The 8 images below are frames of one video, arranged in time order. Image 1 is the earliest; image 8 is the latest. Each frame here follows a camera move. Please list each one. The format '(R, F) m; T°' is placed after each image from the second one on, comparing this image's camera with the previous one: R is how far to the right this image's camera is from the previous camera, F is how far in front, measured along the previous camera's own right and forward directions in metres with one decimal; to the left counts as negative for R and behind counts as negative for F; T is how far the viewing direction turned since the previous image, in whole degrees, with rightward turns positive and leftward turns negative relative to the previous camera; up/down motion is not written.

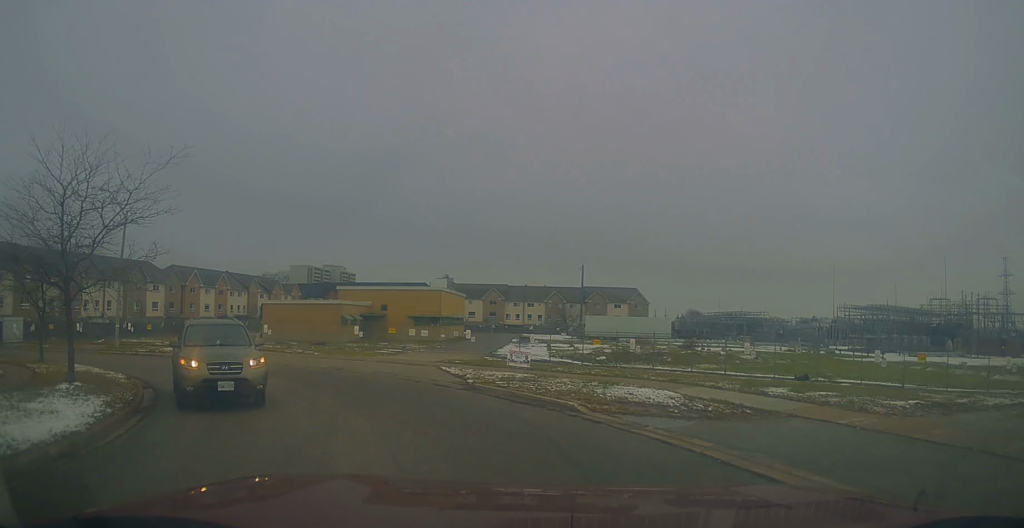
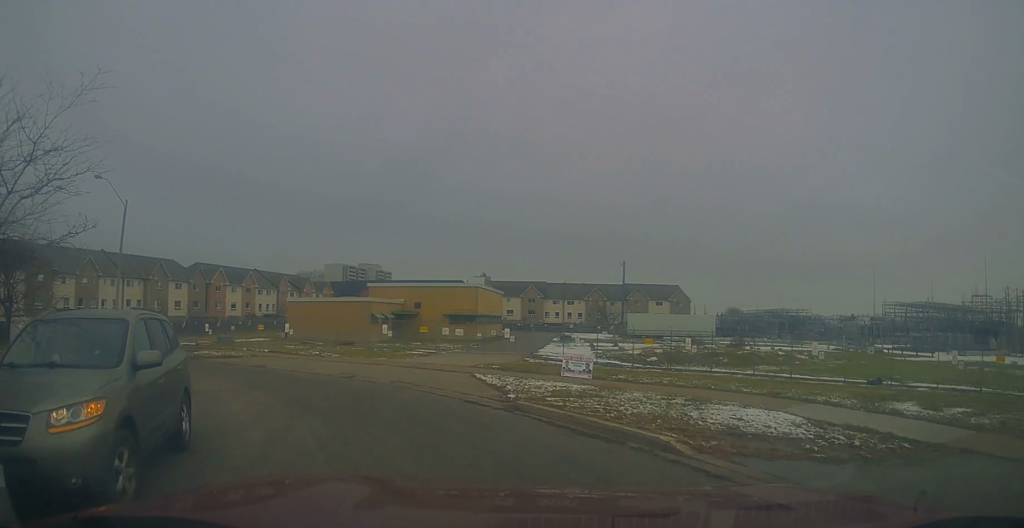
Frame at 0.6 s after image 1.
(0.0, +4.5) m; -3°
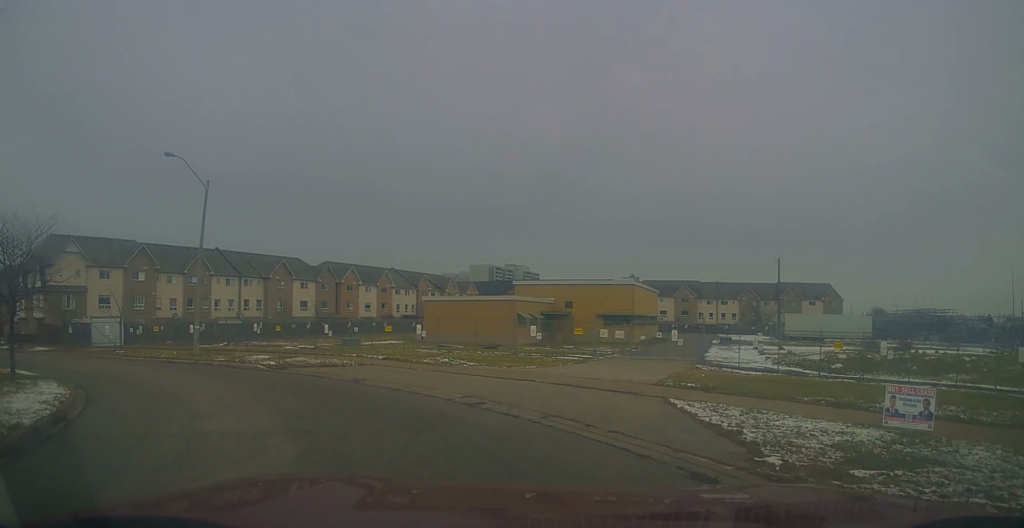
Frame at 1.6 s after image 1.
(-0.5, +6.8) m; -15°
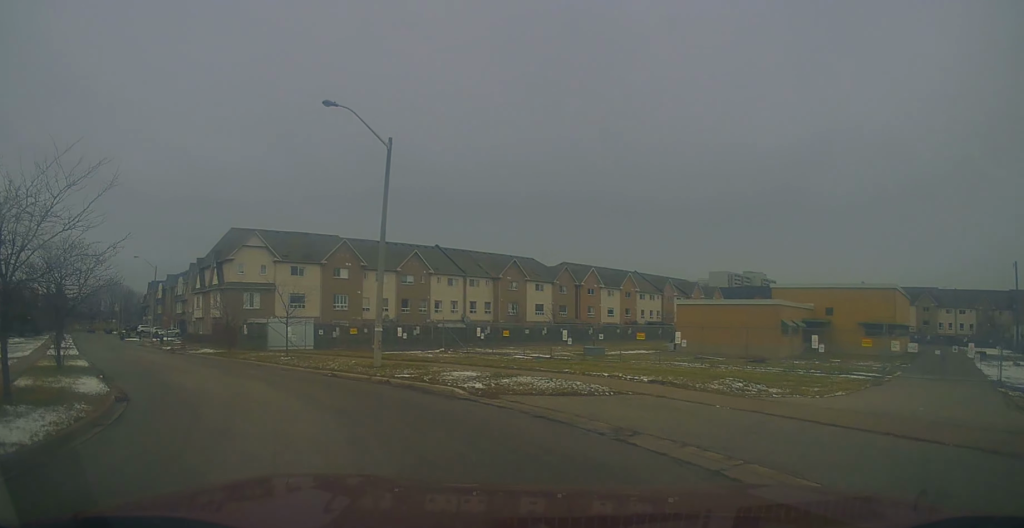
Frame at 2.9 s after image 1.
(-2.2, +8.2) m; -26°
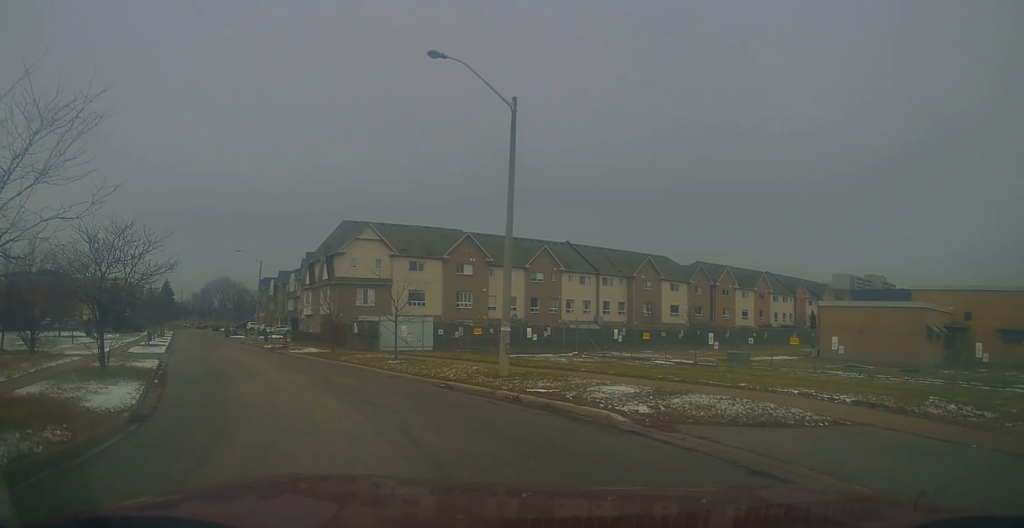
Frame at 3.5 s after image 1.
(-0.3, +4.5) m; -10°
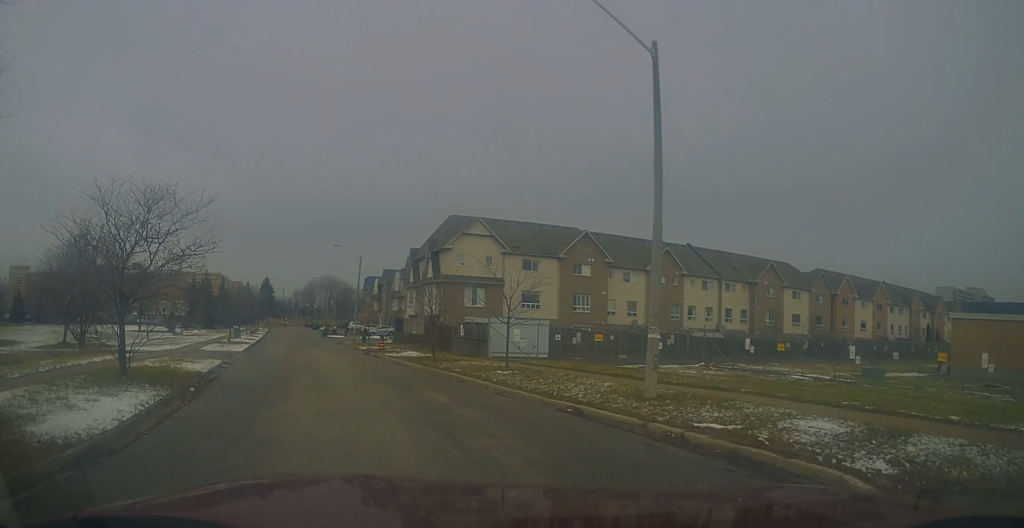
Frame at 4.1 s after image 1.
(-0.4, +4.6) m; -8°
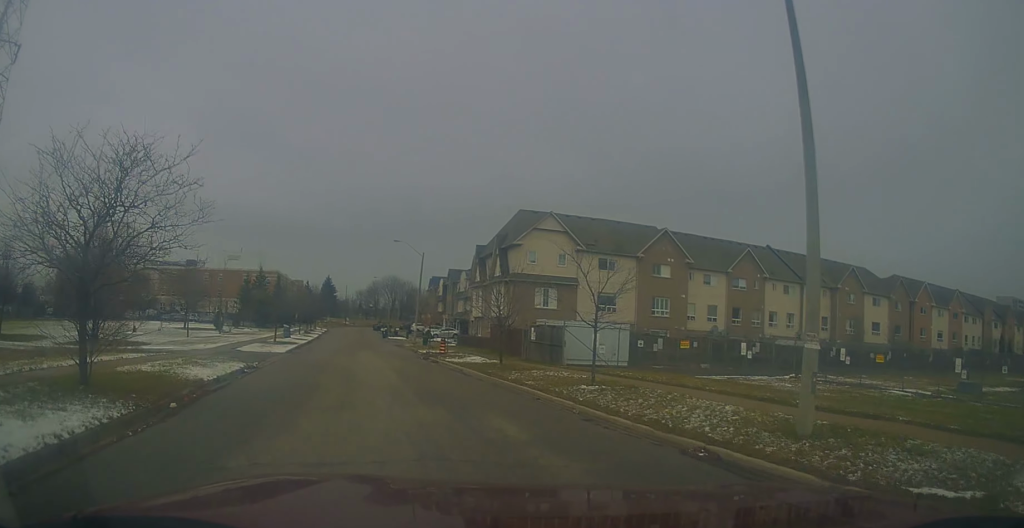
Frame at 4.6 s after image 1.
(0.0, +4.1) m; -6°
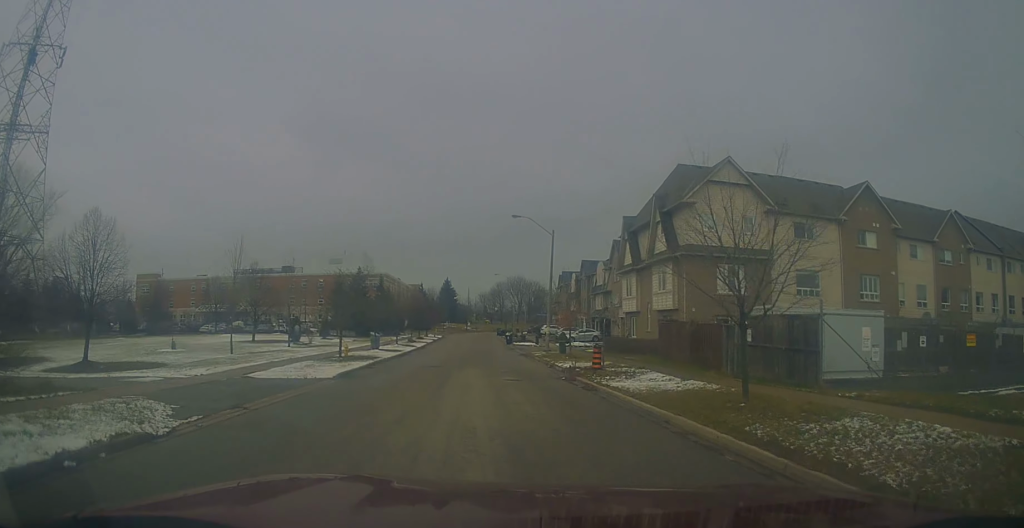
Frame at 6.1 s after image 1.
(-2.0, +13.9) m; -10°
